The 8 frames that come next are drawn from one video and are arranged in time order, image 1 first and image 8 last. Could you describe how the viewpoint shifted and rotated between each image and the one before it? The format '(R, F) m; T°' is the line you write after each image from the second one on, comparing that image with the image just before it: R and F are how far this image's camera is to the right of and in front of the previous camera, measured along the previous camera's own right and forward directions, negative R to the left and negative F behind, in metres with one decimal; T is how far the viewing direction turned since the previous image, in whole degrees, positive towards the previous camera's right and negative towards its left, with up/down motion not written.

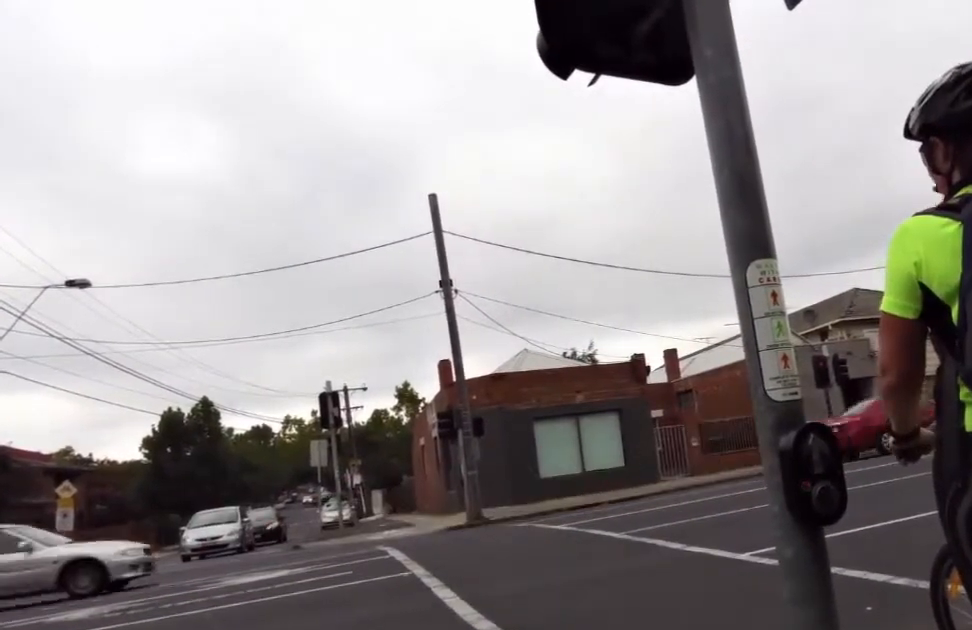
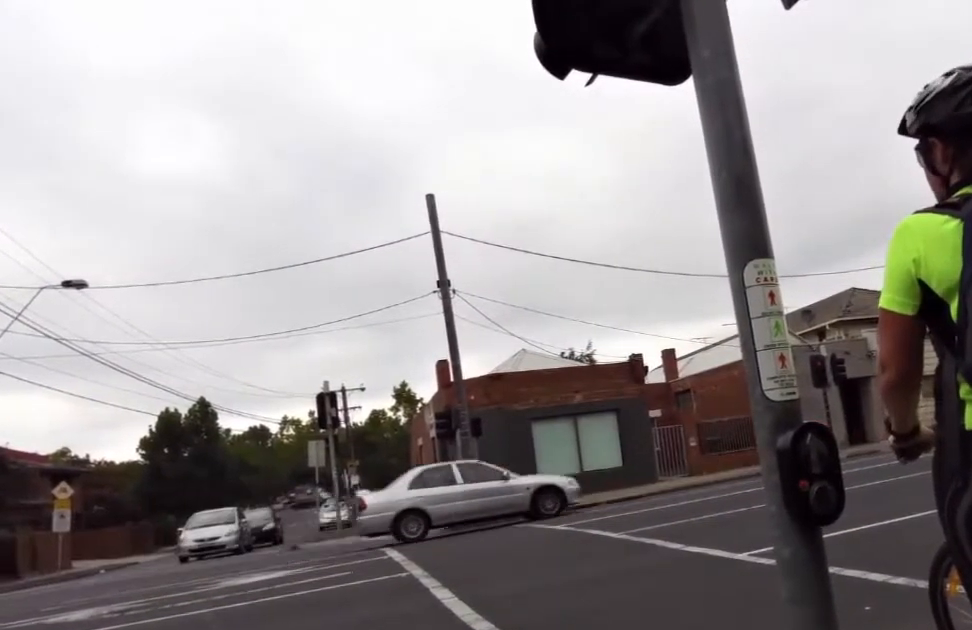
(0.0, 0.0) m; 0°
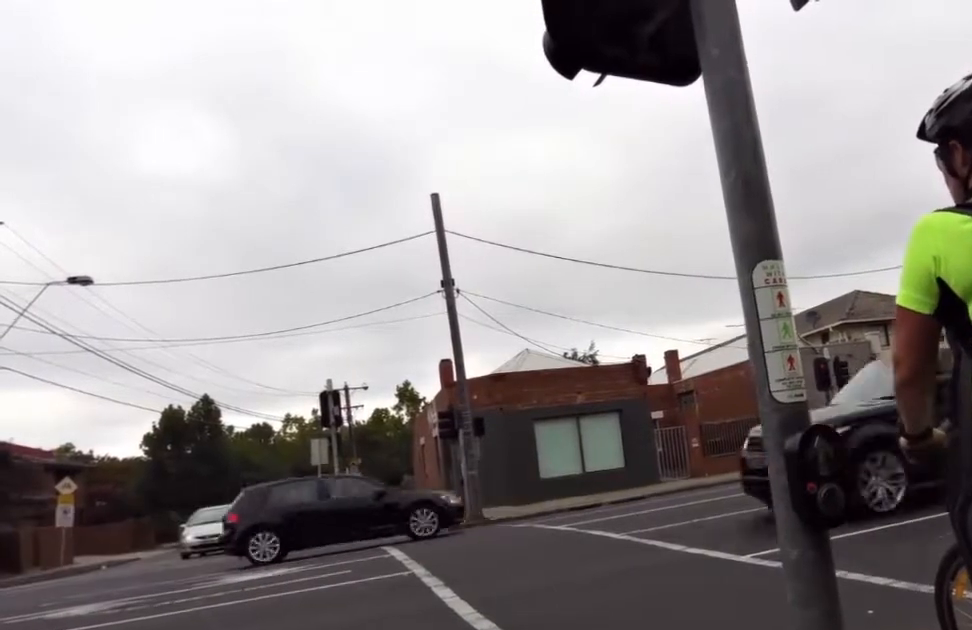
(0.0, 0.0) m; 0°
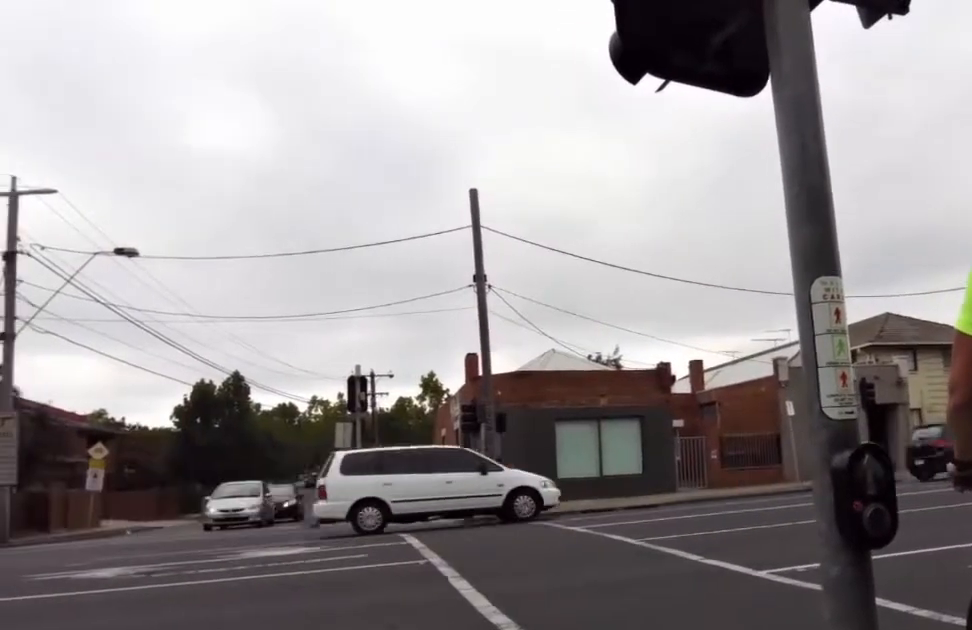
(0.0, 0.0) m; 0°
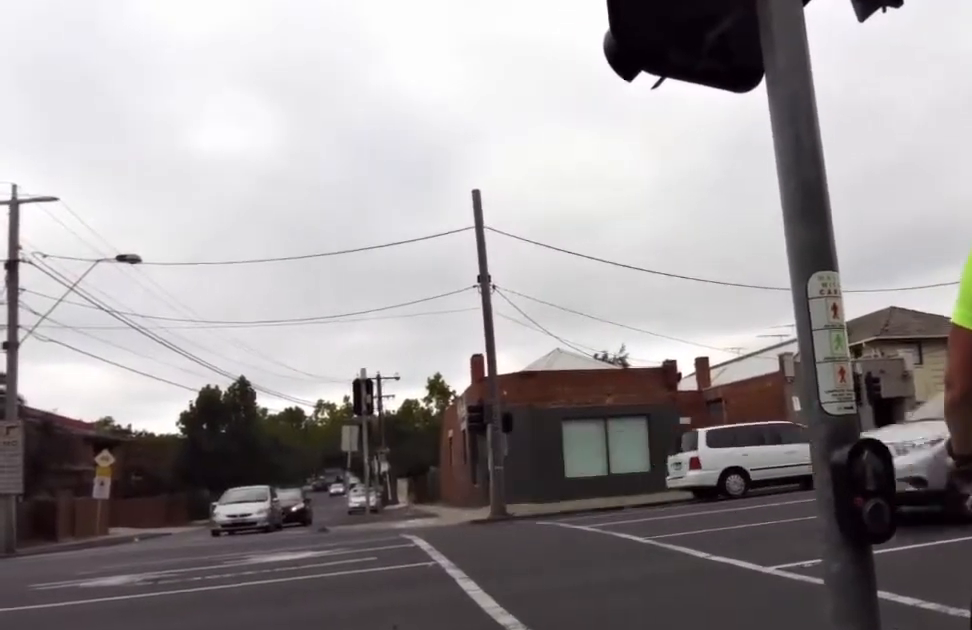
(0.0, 0.0) m; 0°
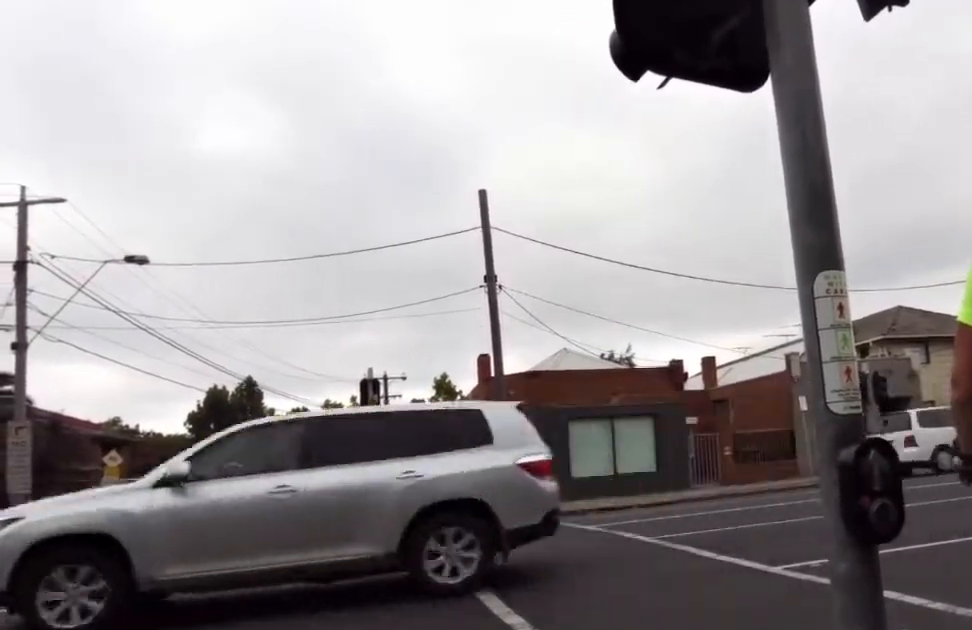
(0.0, 0.0) m; 0°
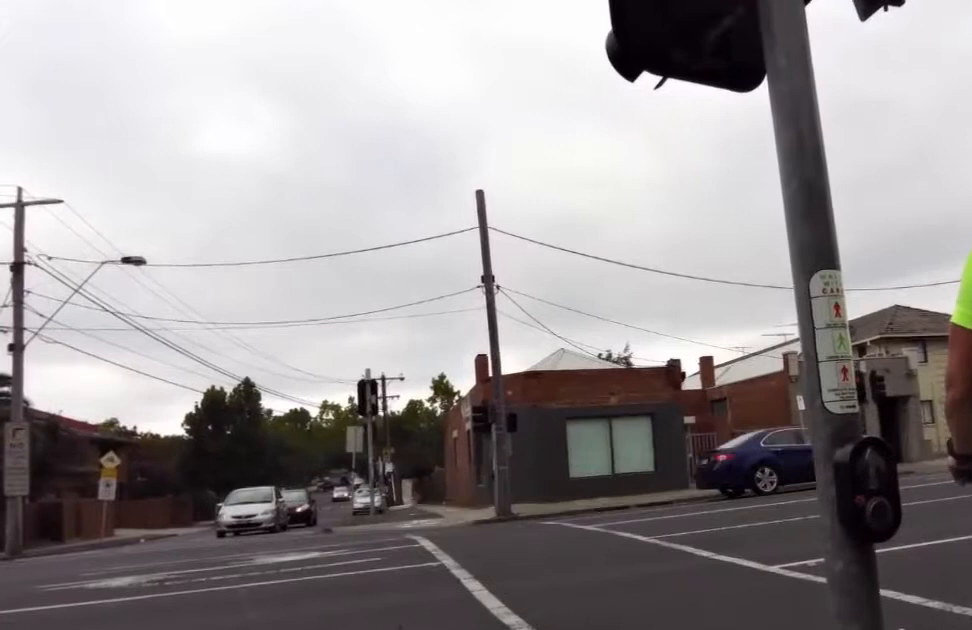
(0.0, 0.0) m; 0°
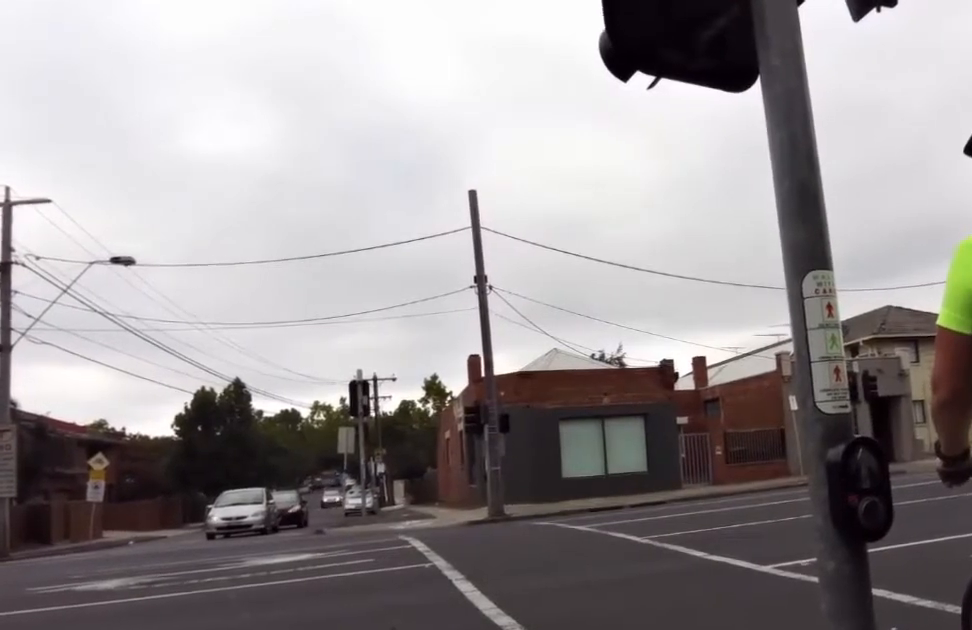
(0.0, 0.0) m; 0°
